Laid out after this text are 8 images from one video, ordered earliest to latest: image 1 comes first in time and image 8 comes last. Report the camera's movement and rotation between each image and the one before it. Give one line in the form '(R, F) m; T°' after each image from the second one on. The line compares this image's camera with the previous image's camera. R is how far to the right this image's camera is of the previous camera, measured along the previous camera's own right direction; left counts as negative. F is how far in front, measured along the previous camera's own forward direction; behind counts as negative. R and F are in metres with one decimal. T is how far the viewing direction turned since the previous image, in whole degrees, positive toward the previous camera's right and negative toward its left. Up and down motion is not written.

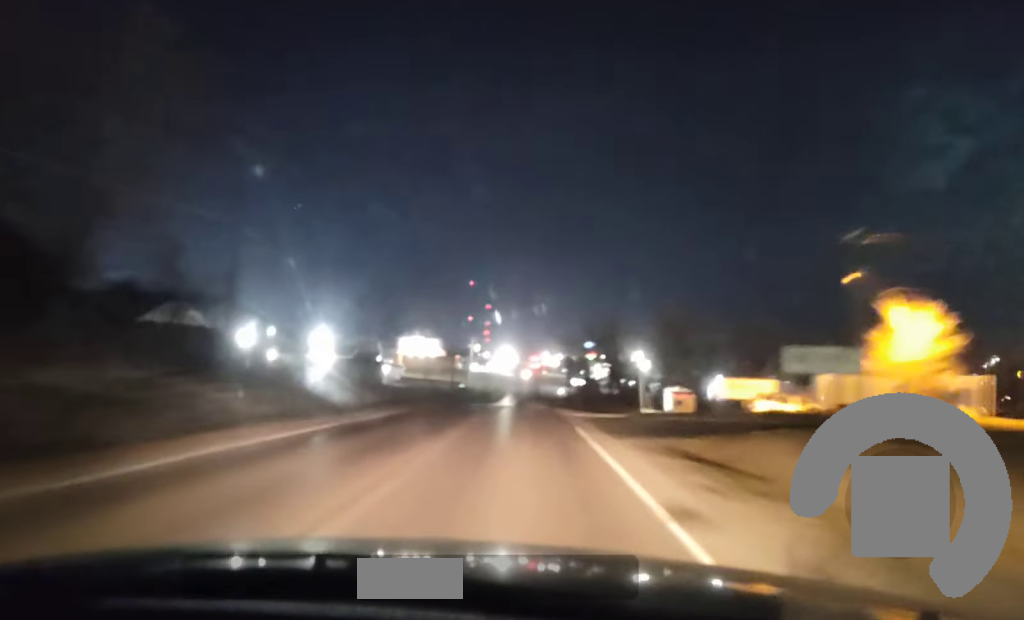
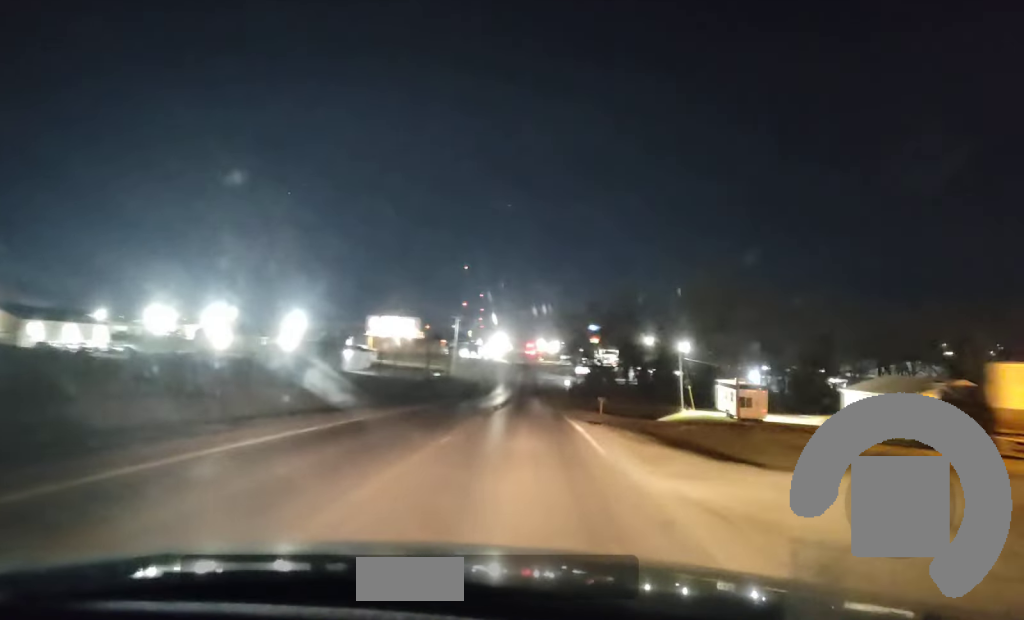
(+0.3, +33.2) m; 0°
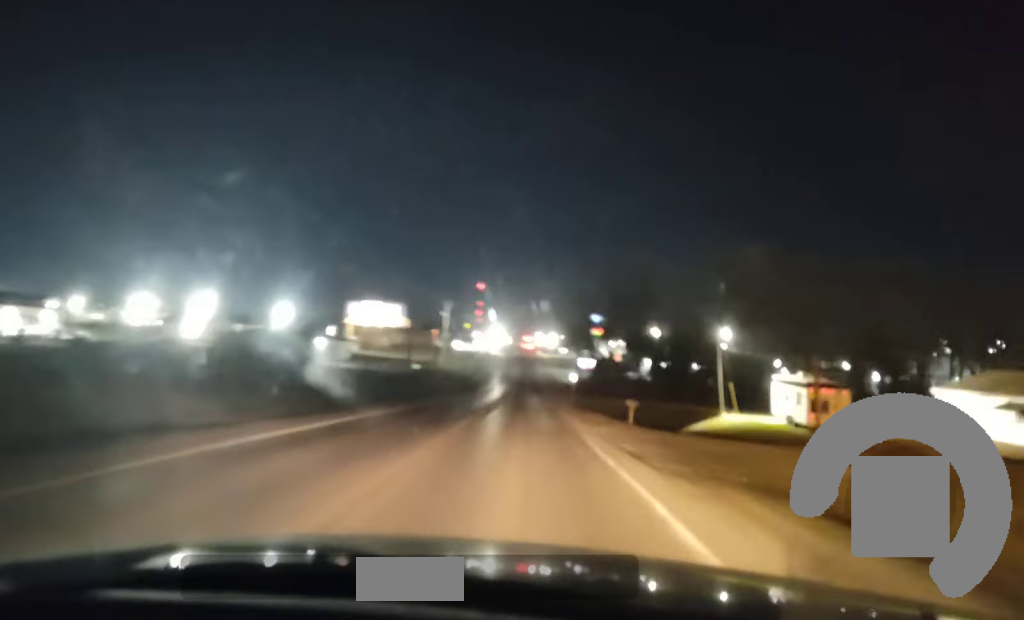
(0.0, +19.7) m; 0°
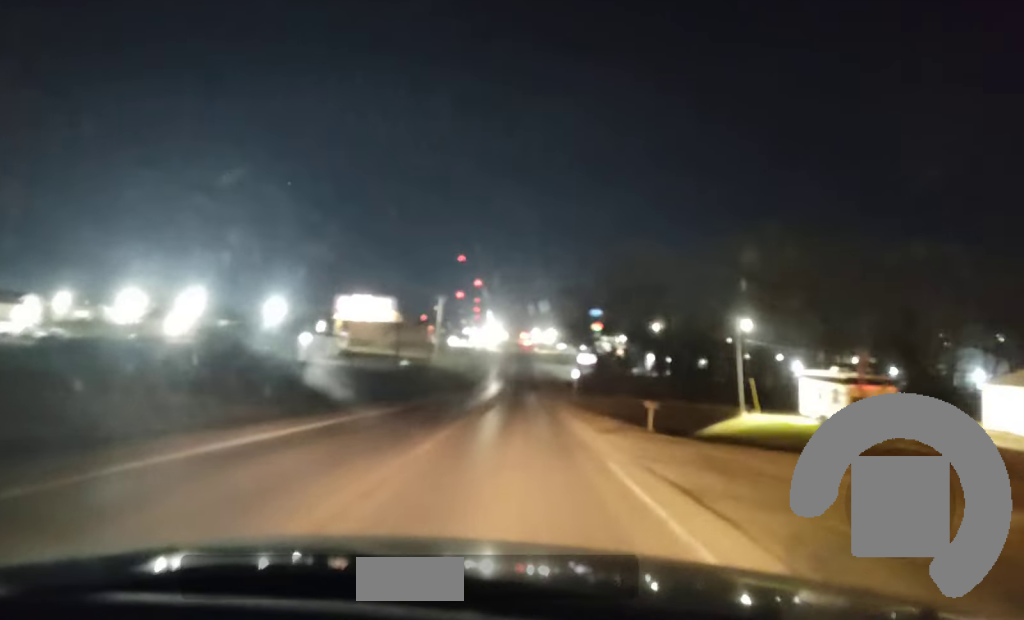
(+0.1, +7.8) m; 0°
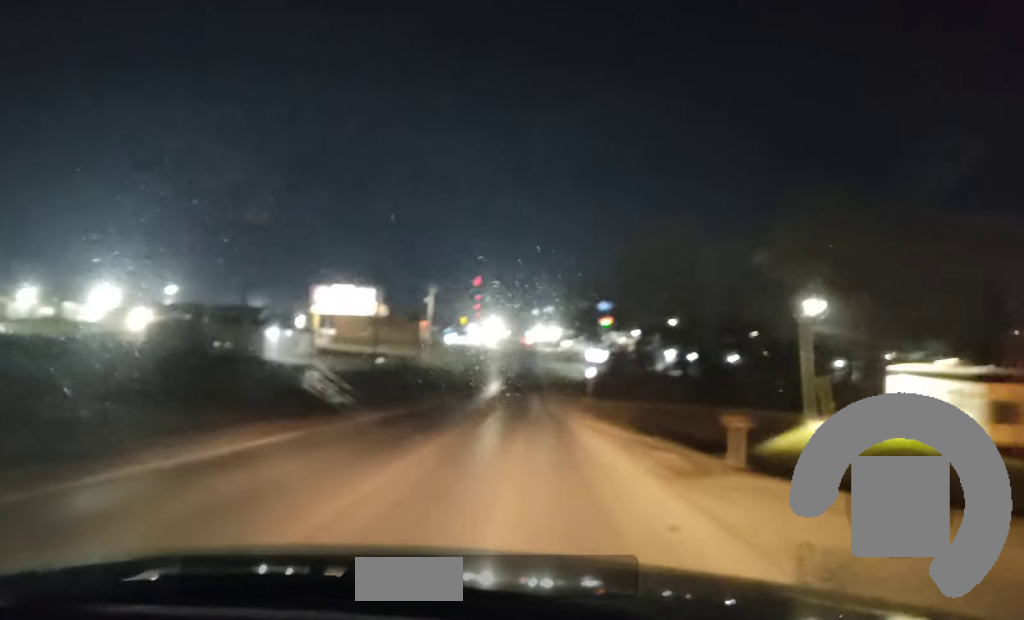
(+0.1, +12.1) m; 0°
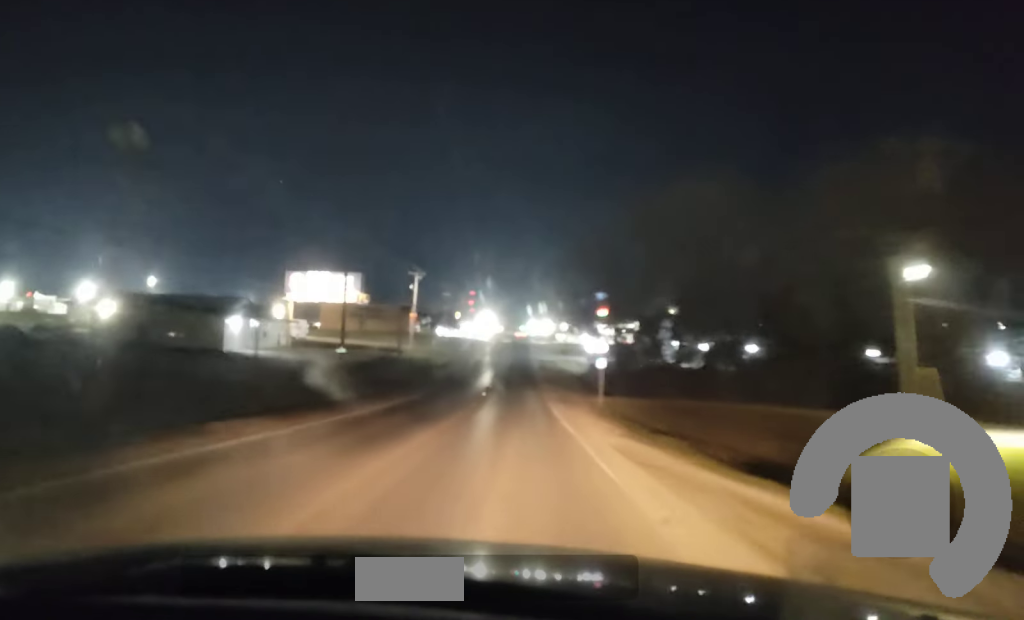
(-0.1, +15.7) m; 0°
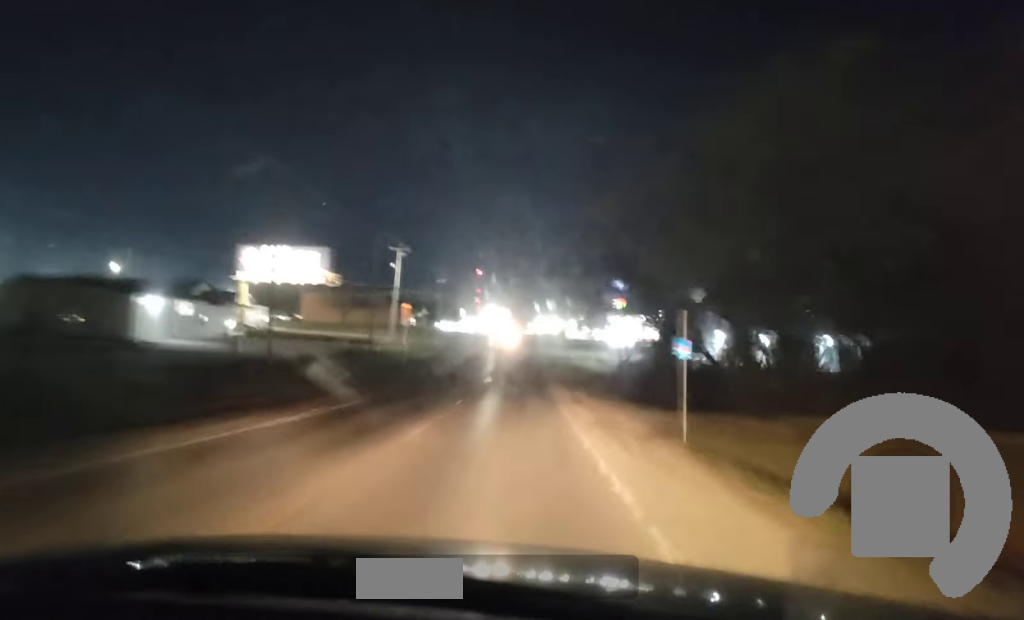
(+0.2, +21.1) m; +1°
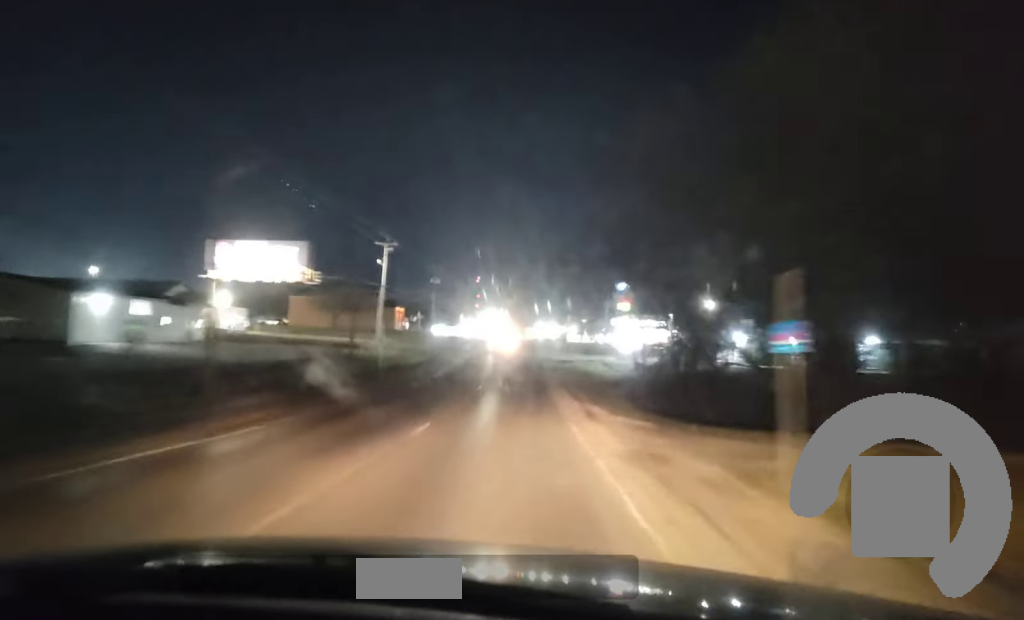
(+0.1, +9.7) m; 0°
